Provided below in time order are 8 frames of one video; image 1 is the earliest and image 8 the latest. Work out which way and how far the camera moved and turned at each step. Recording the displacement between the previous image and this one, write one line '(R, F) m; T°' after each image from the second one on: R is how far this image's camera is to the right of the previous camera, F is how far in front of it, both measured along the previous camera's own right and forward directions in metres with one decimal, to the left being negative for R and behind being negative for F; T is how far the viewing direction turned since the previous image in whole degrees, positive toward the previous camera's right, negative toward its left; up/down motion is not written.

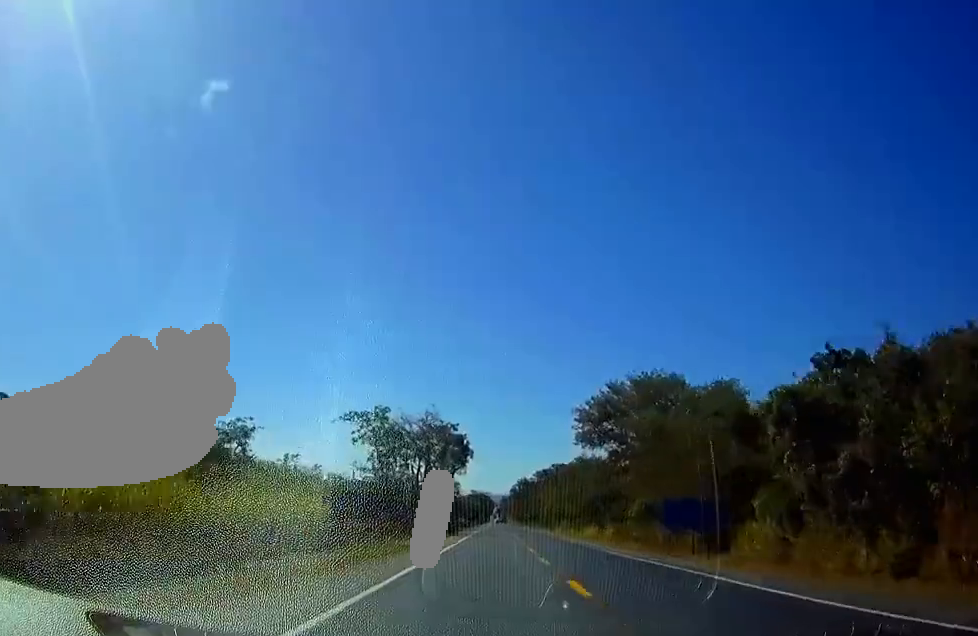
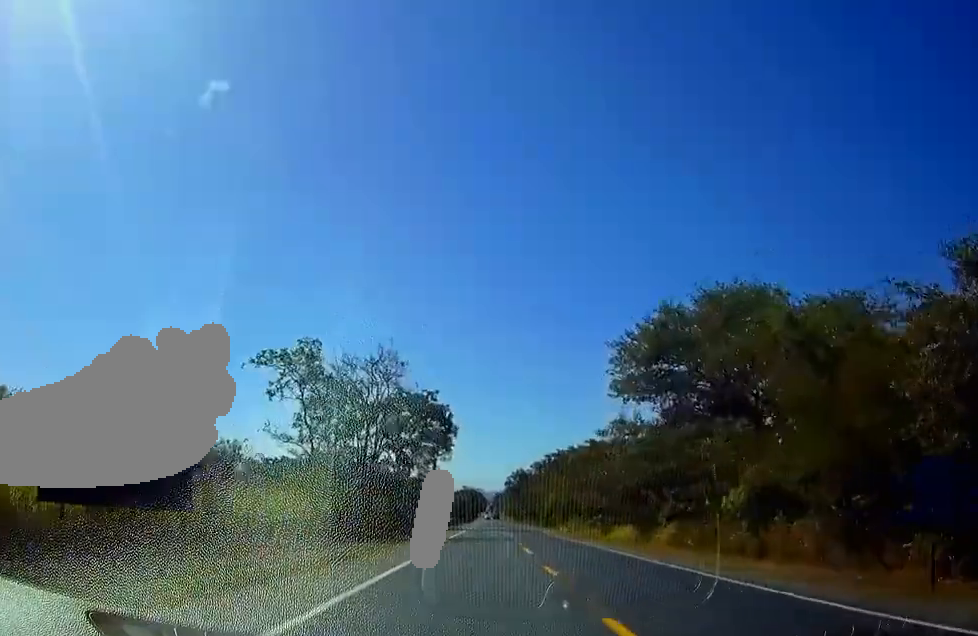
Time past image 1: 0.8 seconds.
(+0.1, +28.2) m; 0°
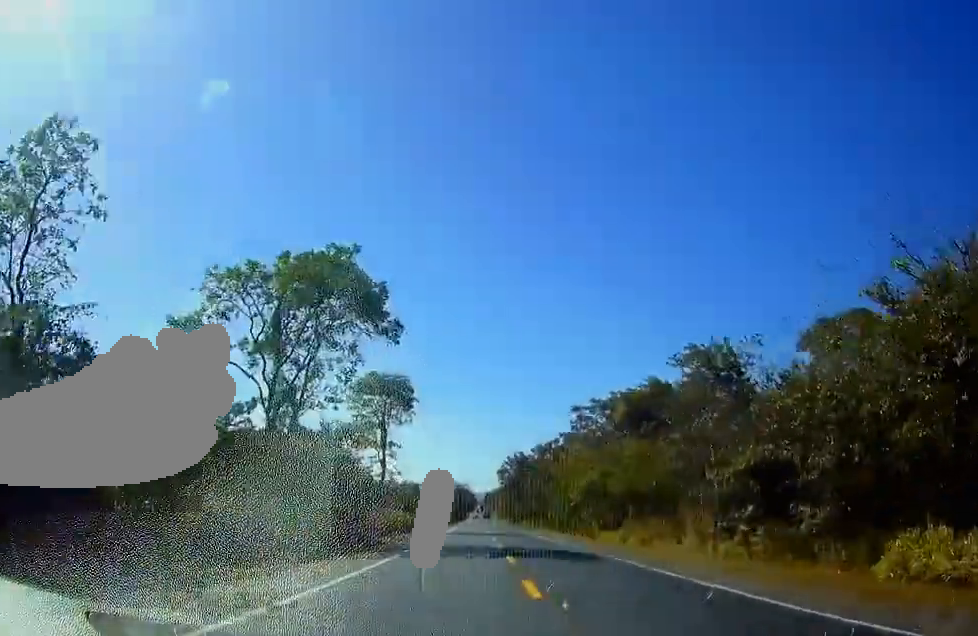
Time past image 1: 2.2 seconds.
(+0.5, +49.6) m; +1°
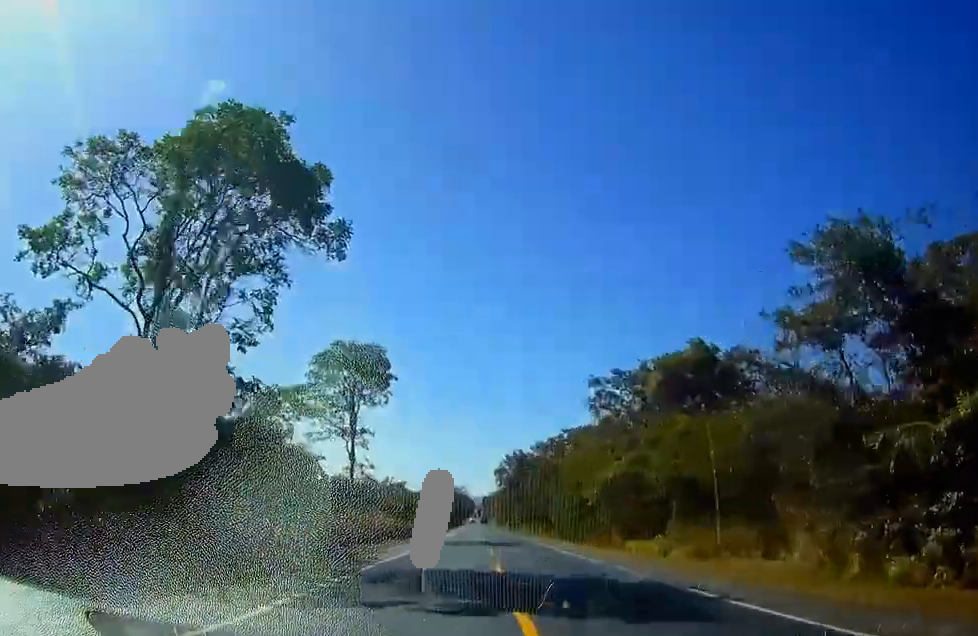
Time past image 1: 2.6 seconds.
(+0.1, +15.3) m; 0°
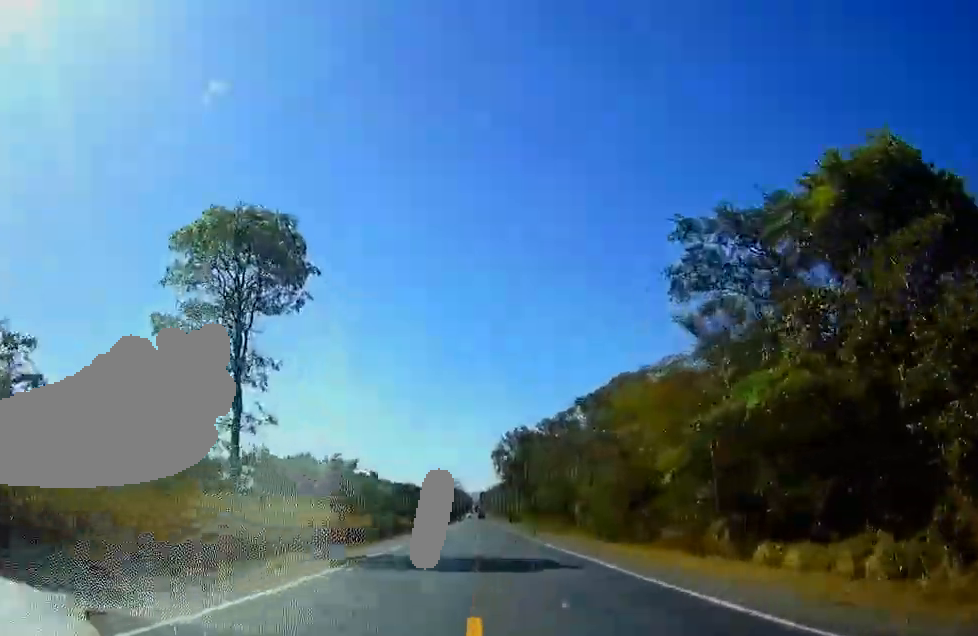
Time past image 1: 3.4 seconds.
(+0.1, +27.1) m; 0°
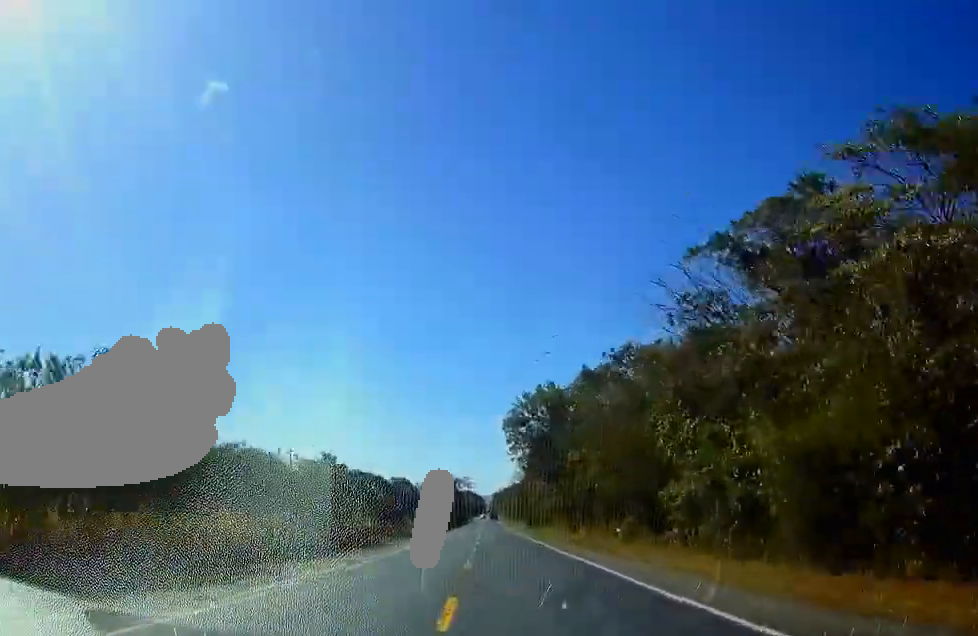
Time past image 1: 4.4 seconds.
(0.0, +34.1) m; 0°
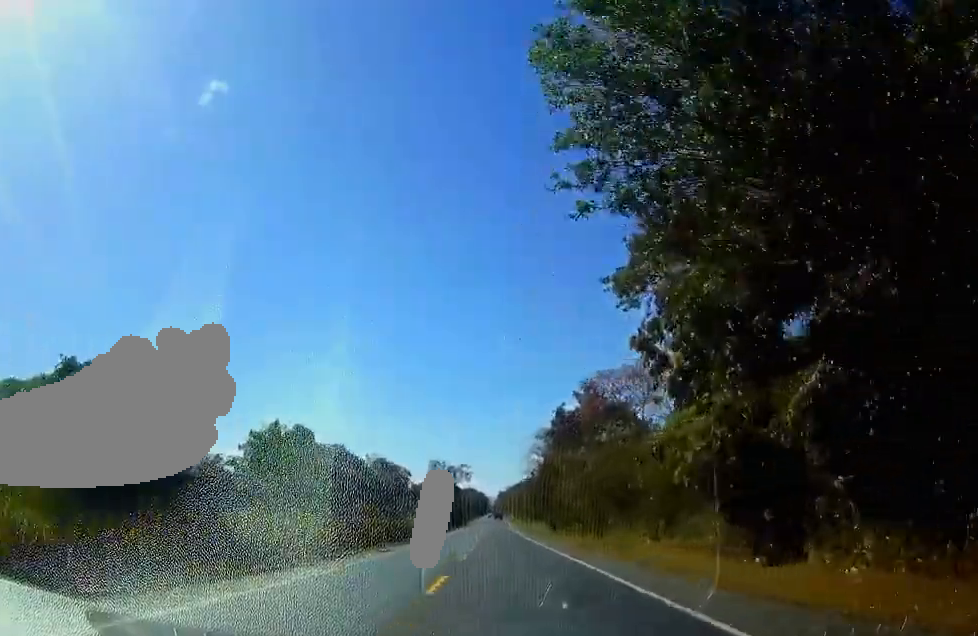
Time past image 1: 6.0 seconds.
(-0.4, +57.7) m; -1°
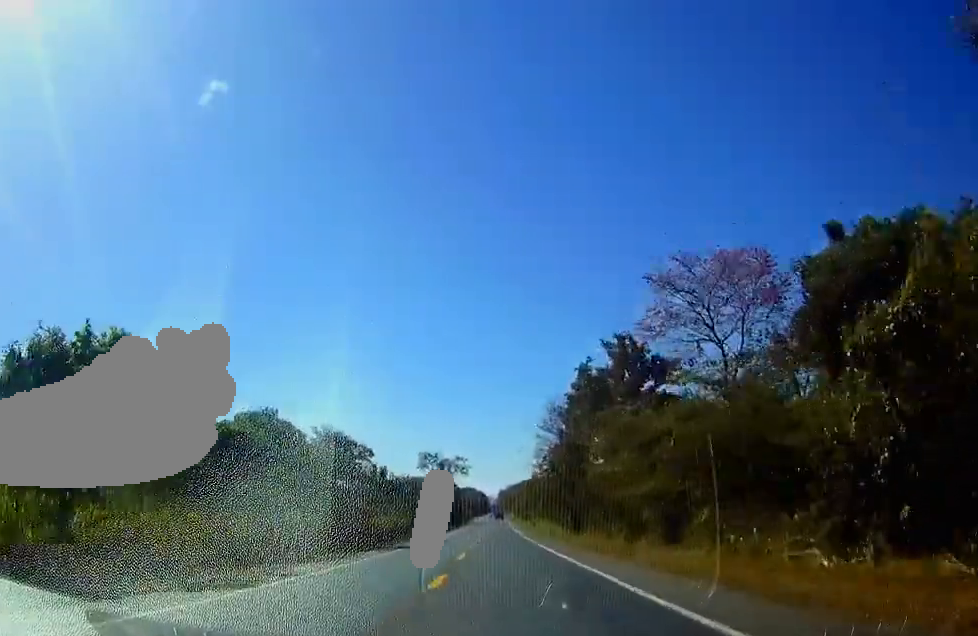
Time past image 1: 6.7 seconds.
(0.0, +23.6) m; 0°
